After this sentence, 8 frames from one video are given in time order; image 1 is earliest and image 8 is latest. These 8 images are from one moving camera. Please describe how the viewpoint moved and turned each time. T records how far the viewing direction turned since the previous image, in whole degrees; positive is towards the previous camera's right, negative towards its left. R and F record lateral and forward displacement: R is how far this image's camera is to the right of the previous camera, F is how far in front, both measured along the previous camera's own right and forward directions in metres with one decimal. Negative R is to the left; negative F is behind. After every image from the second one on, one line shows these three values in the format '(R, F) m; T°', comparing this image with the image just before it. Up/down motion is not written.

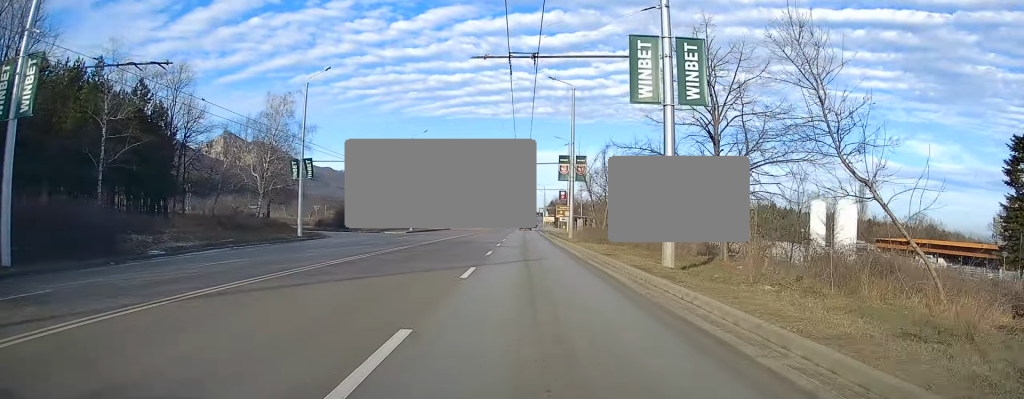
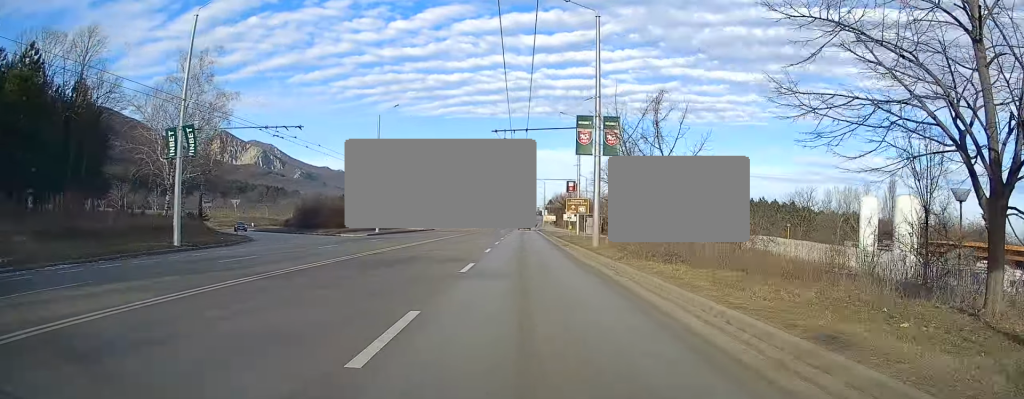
(0.0, +16.6) m; +1°
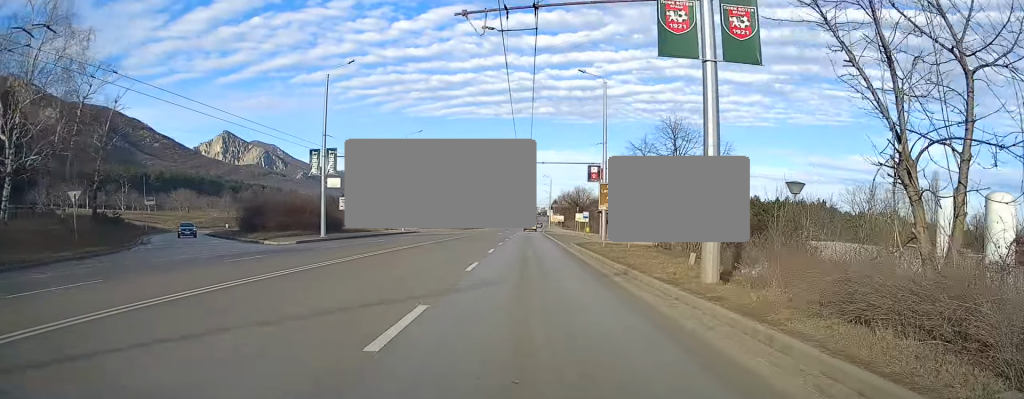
(+0.3, +17.6) m; 0°
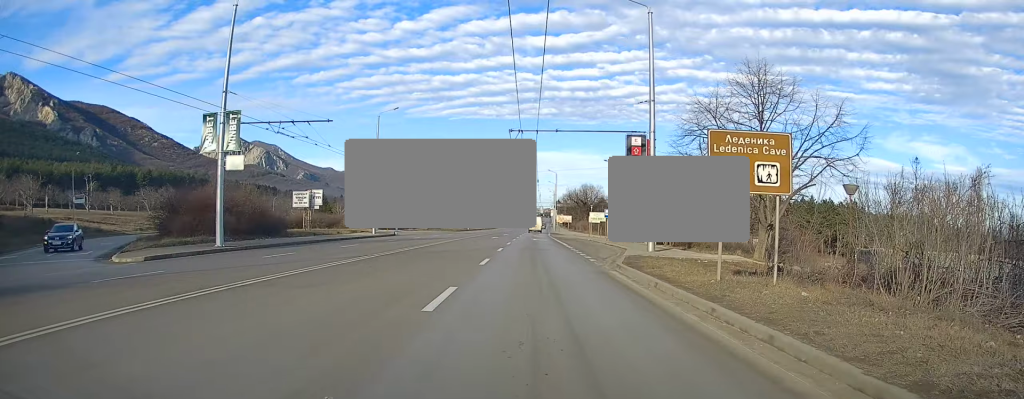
(-0.3, +15.3) m; -1°
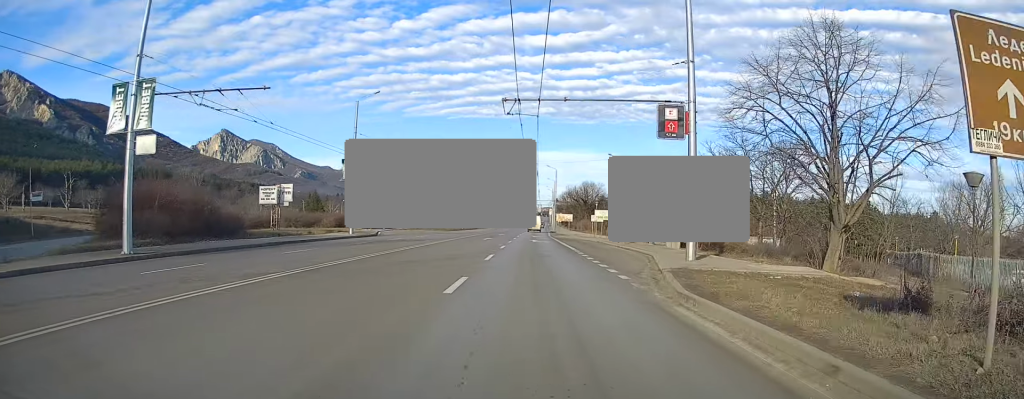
(+0.1, +7.1) m; 0°
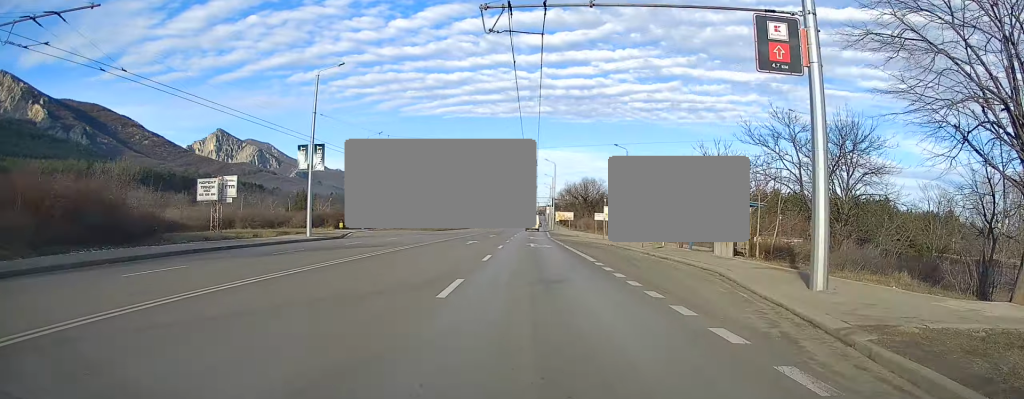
(+0.1, +9.5) m; 0°
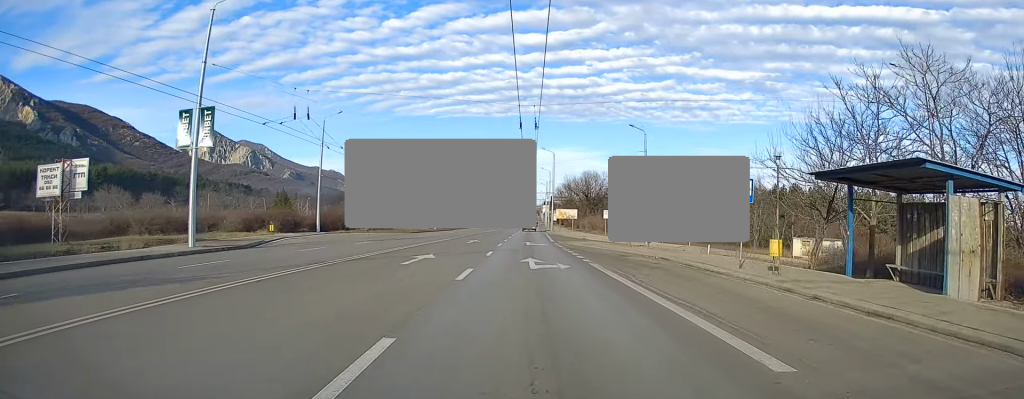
(-0.1, +15.5) m; +1°
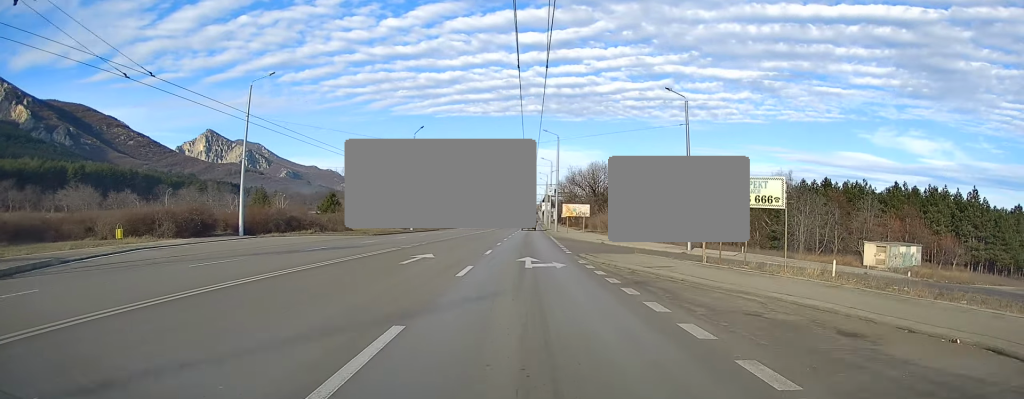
(+0.4, +17.0) m; +1°
